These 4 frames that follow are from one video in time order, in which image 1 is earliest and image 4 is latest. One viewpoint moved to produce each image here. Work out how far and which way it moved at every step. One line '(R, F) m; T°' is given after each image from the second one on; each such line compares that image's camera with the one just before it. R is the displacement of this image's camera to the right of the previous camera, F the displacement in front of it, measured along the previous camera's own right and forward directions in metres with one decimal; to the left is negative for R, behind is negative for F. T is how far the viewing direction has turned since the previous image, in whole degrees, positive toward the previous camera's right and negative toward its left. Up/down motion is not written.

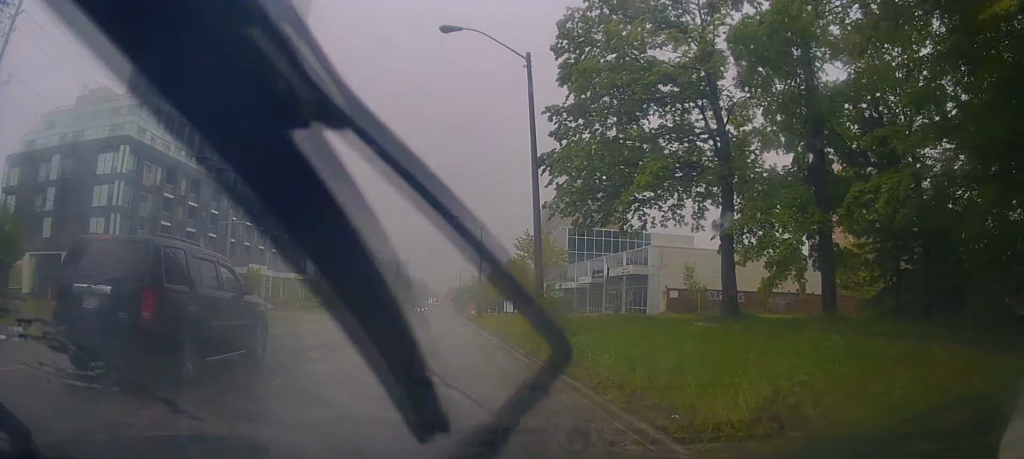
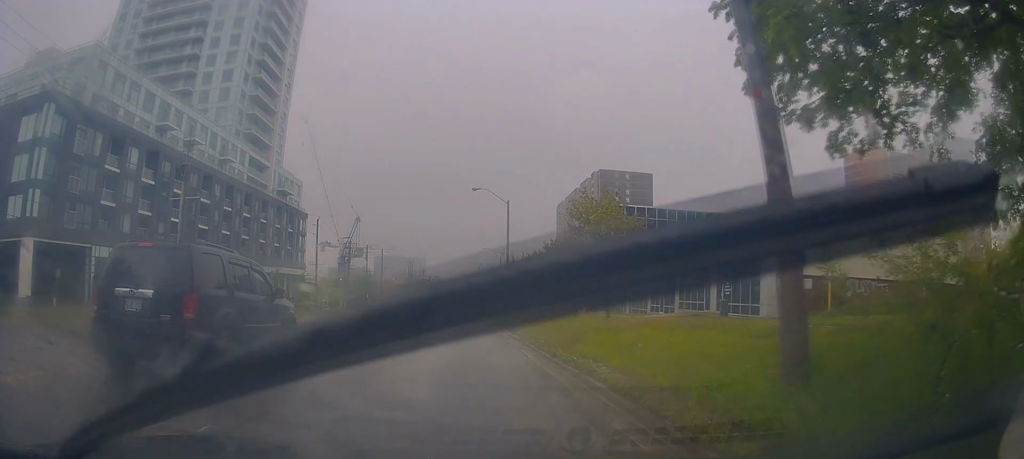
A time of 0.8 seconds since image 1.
(0.0, +14.5) m; +1°
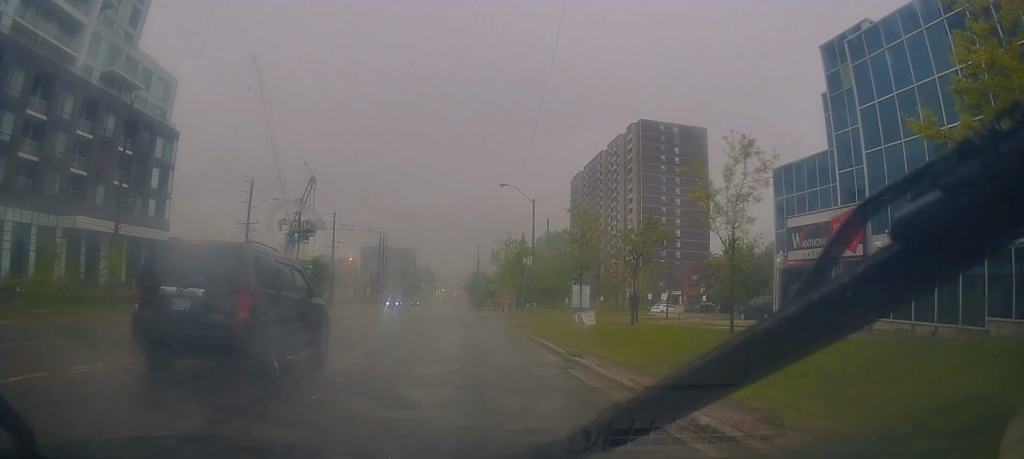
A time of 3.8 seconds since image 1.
(+0.5, +51.2) m; +1°
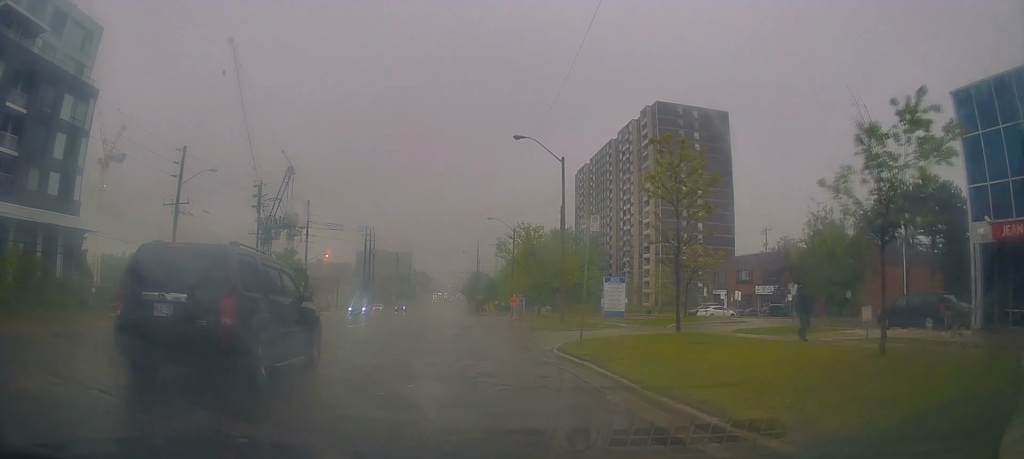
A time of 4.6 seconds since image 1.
(0.0, +15.4) m; +2°
